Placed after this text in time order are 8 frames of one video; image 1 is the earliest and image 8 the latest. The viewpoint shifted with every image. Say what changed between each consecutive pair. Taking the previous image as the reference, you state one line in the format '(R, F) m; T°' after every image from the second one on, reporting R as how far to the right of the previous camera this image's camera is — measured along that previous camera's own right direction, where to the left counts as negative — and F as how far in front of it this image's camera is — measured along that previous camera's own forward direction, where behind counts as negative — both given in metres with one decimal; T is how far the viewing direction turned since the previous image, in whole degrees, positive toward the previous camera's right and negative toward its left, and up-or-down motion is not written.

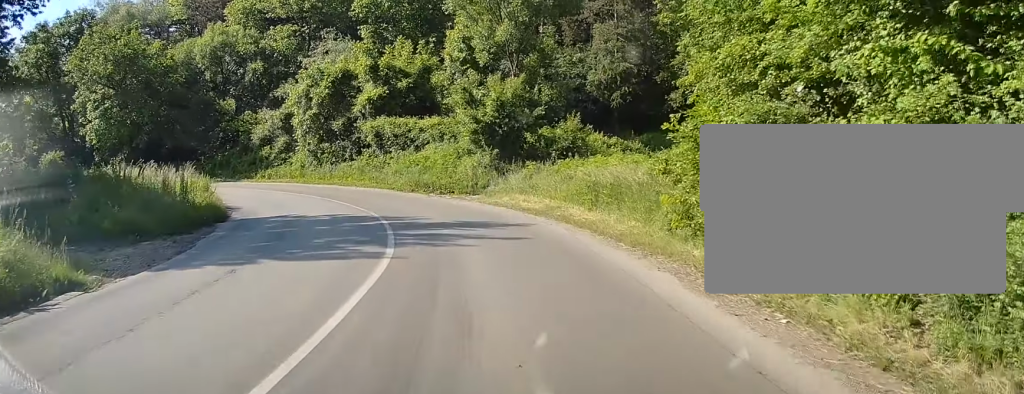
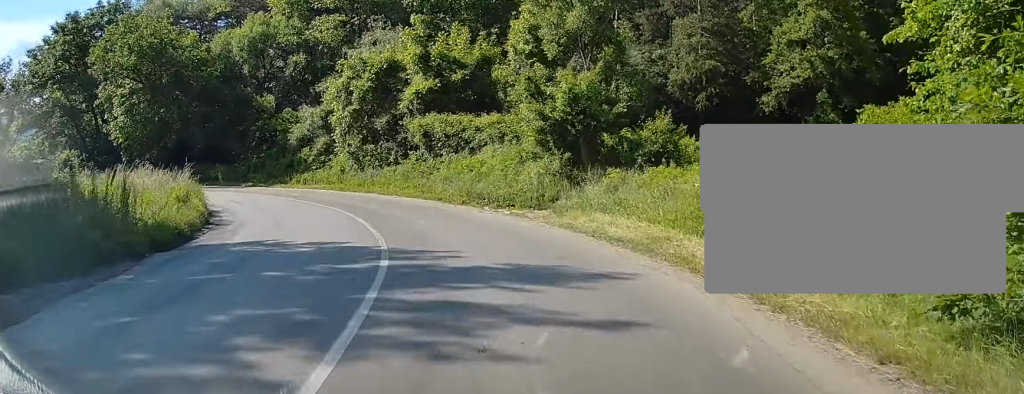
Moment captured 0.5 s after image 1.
(-0.3, +6.2) m; -3°
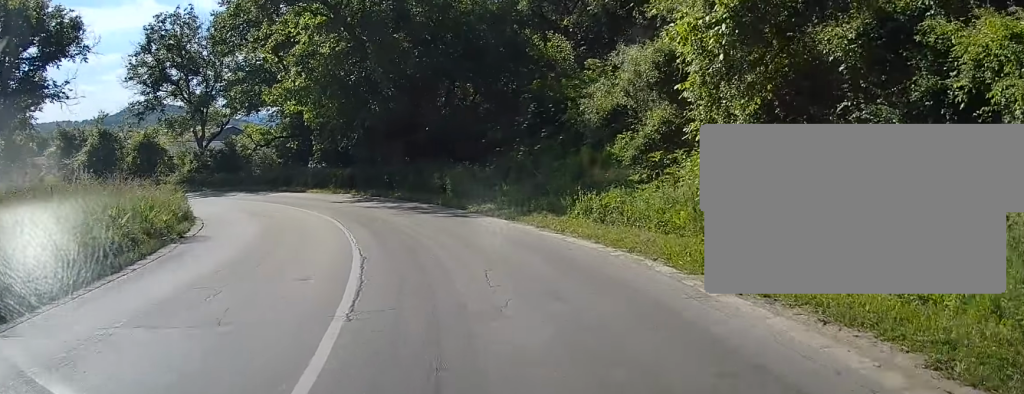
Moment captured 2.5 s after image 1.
(-1.8, +26.0) m; -20°
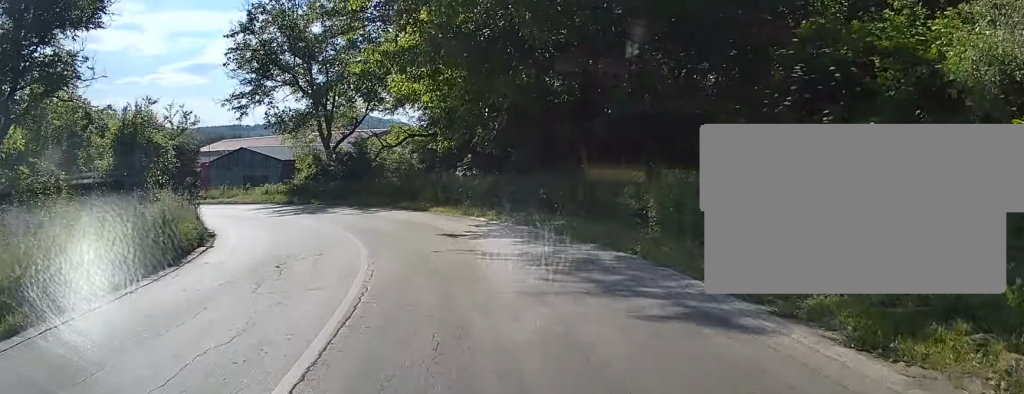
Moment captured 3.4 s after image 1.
(-2.4, +11.9) m; -17°
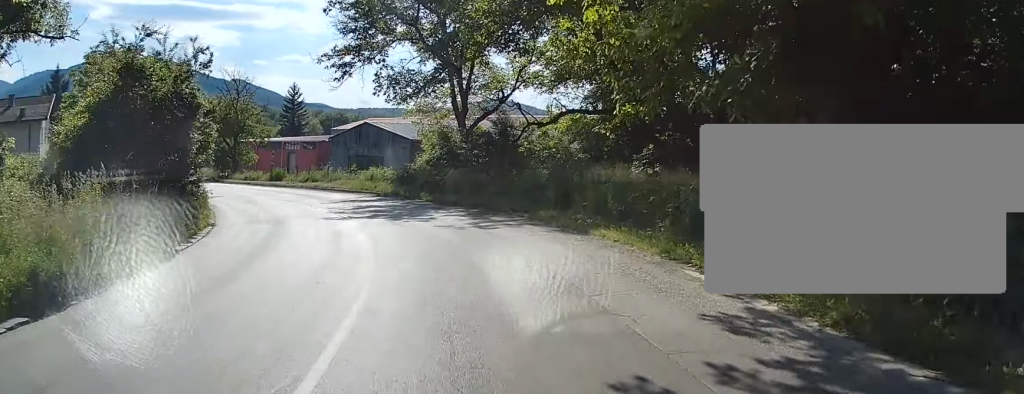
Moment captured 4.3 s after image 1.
(-0.8, +11.7) m; -11°
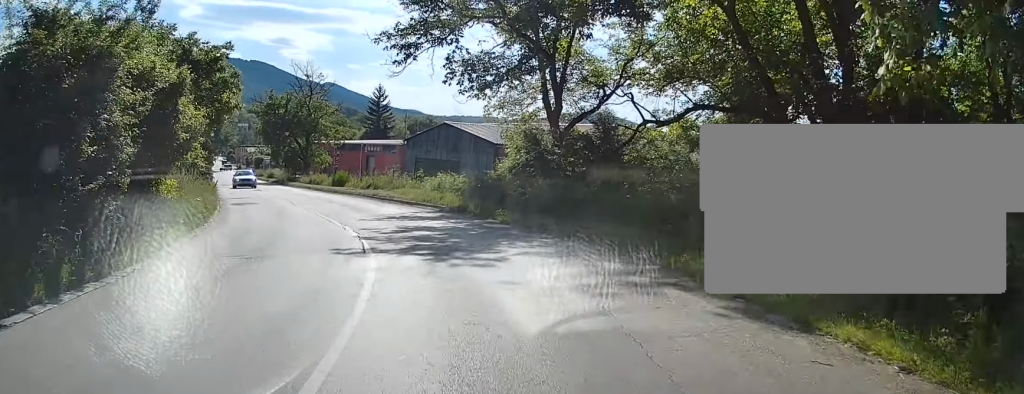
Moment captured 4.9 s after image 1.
(-0.9, +6.9) m; -6°
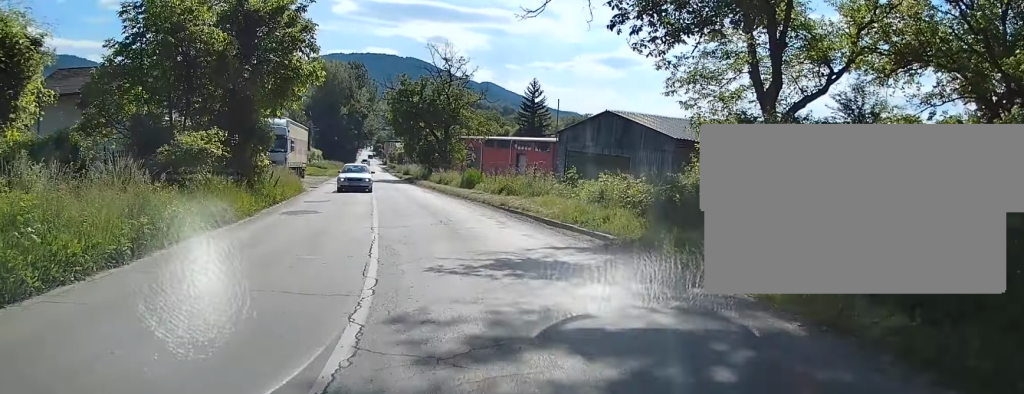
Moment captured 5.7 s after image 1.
(-0.9, +10.3) m; -10°
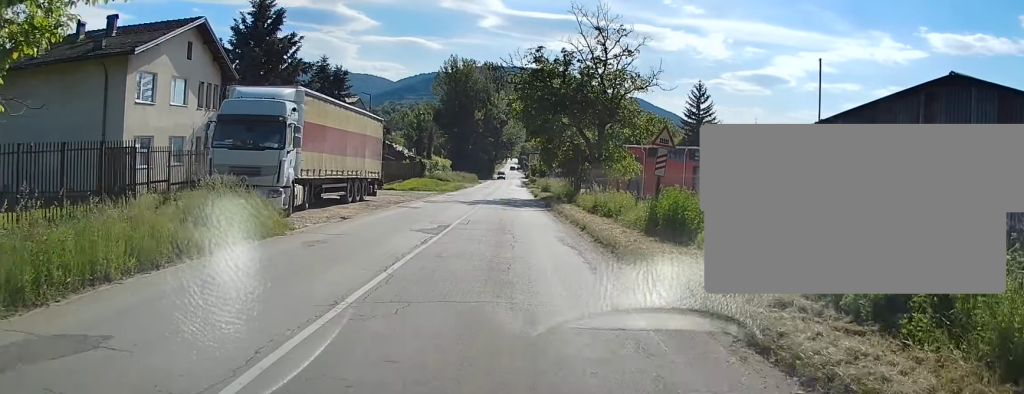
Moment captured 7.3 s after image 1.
(-3.4, +20.1) m; -15°
